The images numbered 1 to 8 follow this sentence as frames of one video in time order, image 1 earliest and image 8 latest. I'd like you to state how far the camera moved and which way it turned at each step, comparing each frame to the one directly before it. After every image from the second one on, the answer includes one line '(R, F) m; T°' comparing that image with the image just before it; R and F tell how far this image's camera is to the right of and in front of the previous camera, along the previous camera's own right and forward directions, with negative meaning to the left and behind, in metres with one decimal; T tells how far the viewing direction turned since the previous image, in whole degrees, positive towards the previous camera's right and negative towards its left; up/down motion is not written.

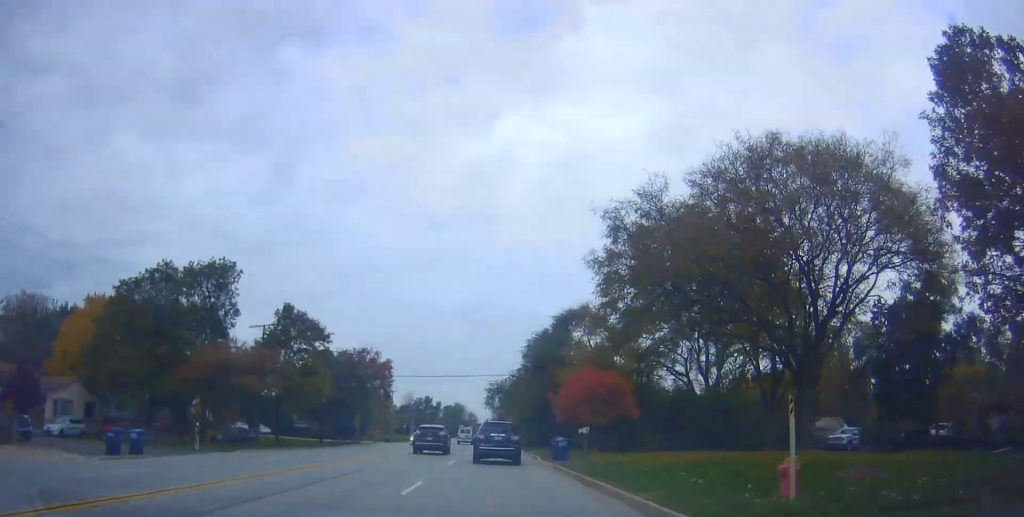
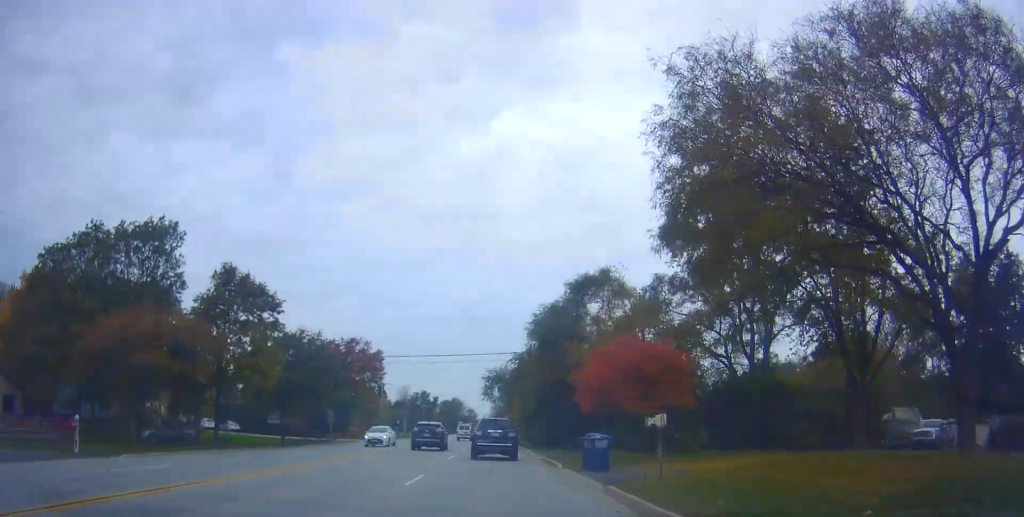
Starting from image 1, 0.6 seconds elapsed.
(-0.1, +10.8) m; 0°
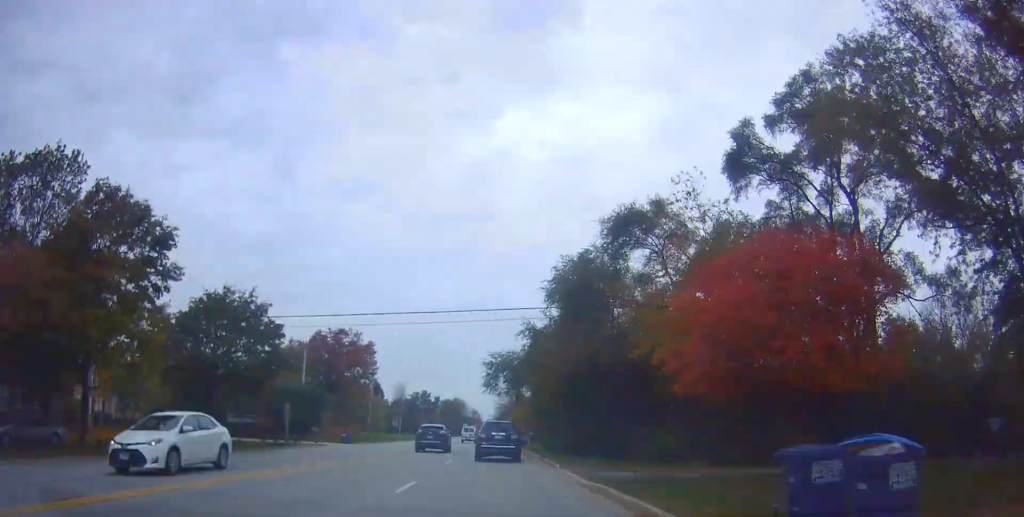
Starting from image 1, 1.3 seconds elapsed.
(-0.4, +13.9) m; +1°
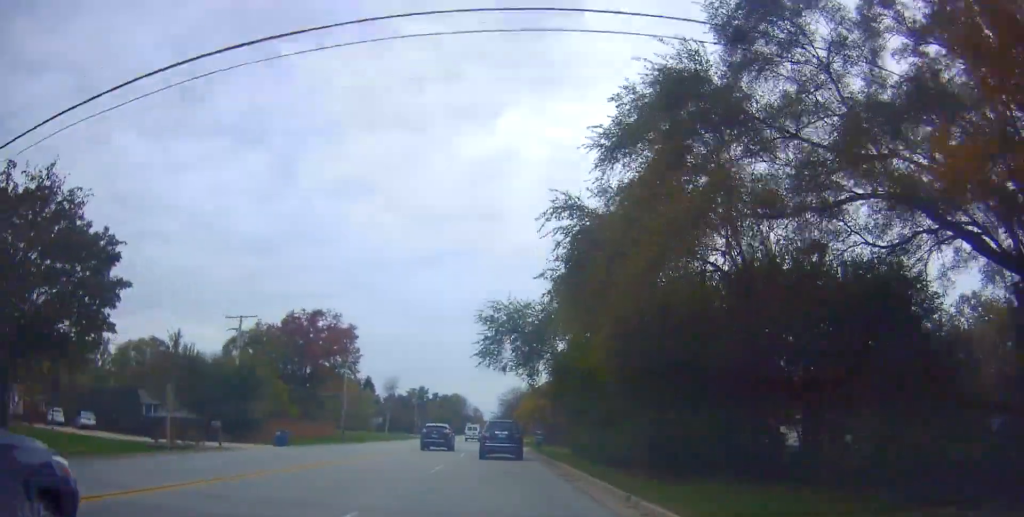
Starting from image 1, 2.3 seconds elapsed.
(+1.1, +17.9) m; +1°
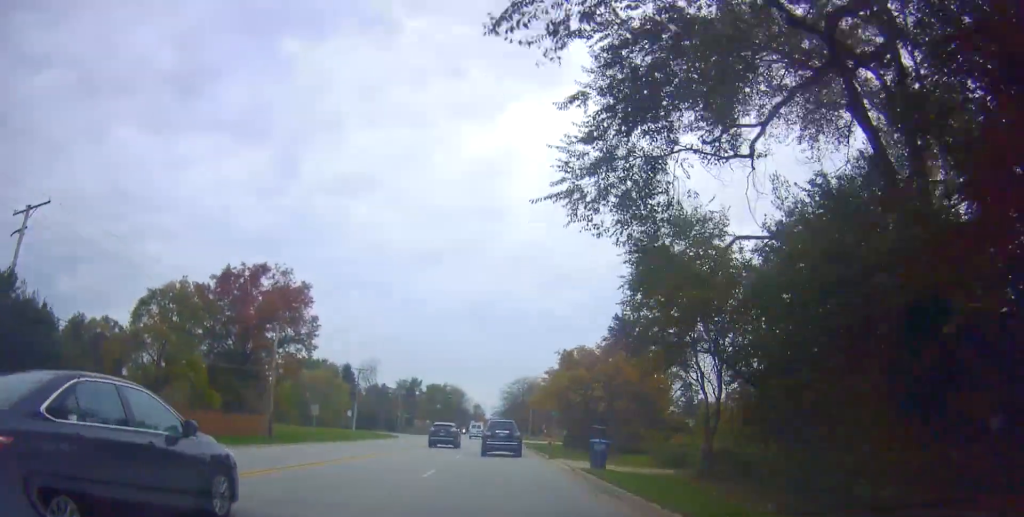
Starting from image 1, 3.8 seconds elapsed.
(-1.2, +26.7) m; -3°
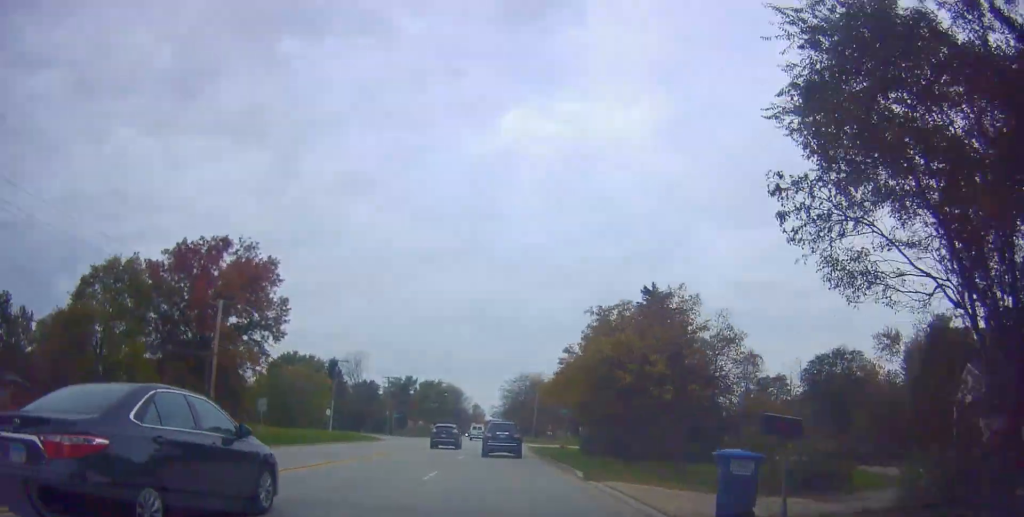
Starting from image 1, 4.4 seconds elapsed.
(0.0, +11.8) m; 0°
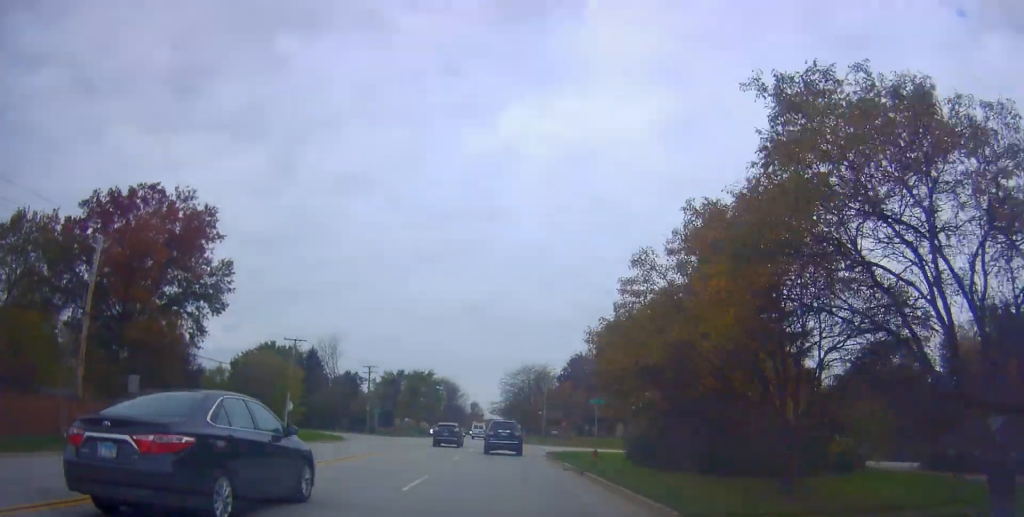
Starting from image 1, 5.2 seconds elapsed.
(0.0, +15.4) m; +1°
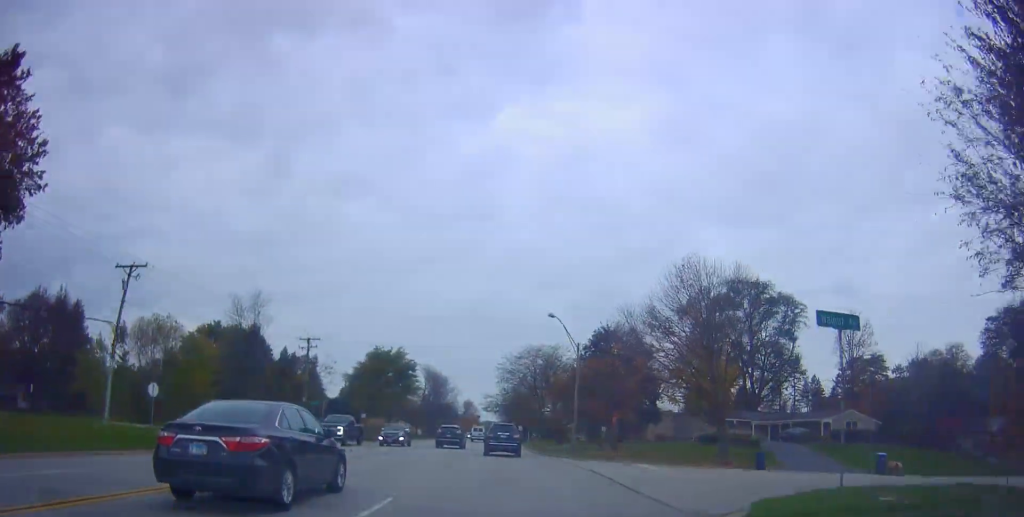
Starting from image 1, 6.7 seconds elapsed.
(-0.3, +28.3) m; -2°
